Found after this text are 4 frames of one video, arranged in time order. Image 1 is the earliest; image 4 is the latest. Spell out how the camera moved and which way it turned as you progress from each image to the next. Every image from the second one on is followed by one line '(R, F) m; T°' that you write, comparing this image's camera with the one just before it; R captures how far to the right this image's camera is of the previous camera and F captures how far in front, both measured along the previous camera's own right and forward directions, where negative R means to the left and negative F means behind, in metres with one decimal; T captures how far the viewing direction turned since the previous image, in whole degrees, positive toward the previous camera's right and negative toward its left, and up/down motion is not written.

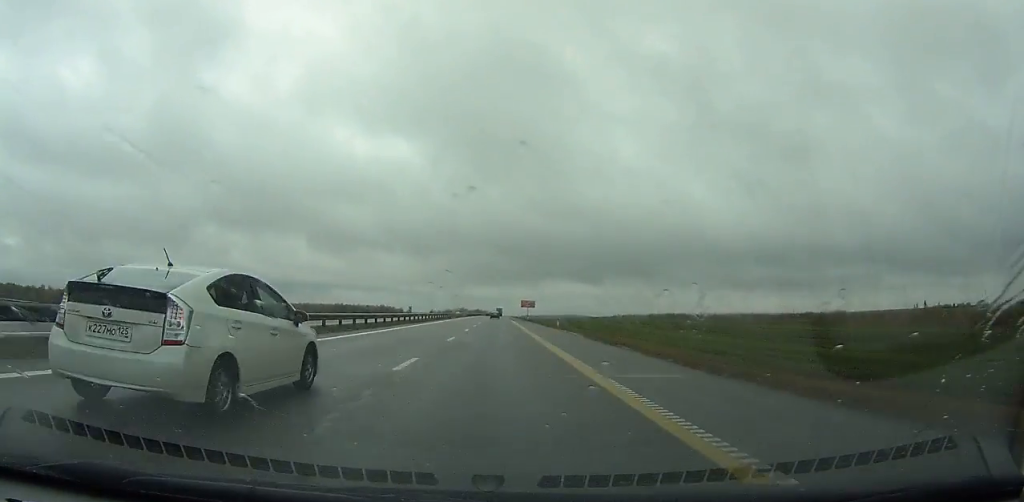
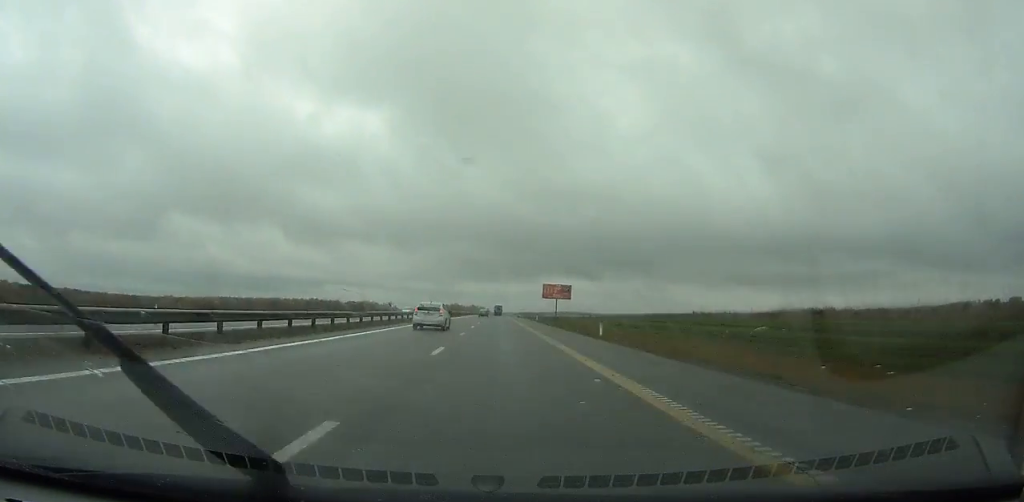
(+0.2, +126.4) m; 0°
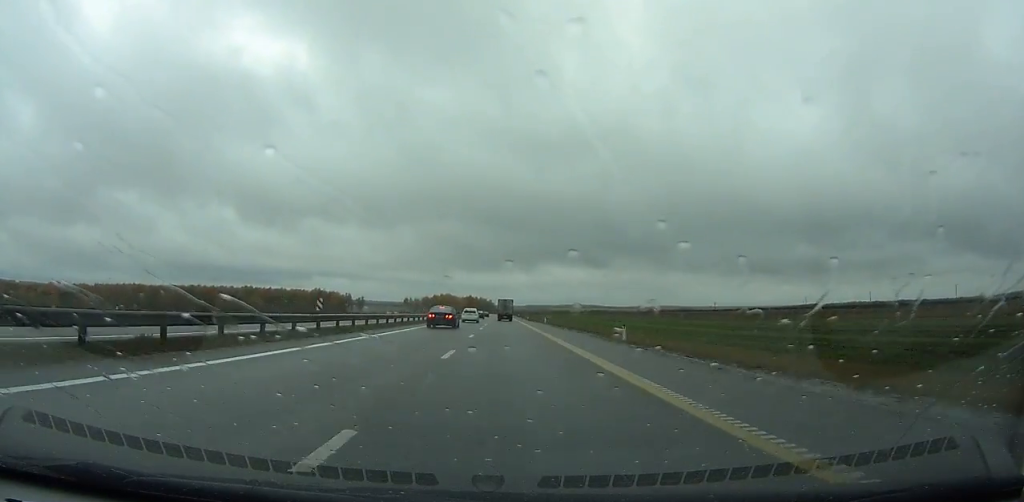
(-0.6, +253.0) m; -1°
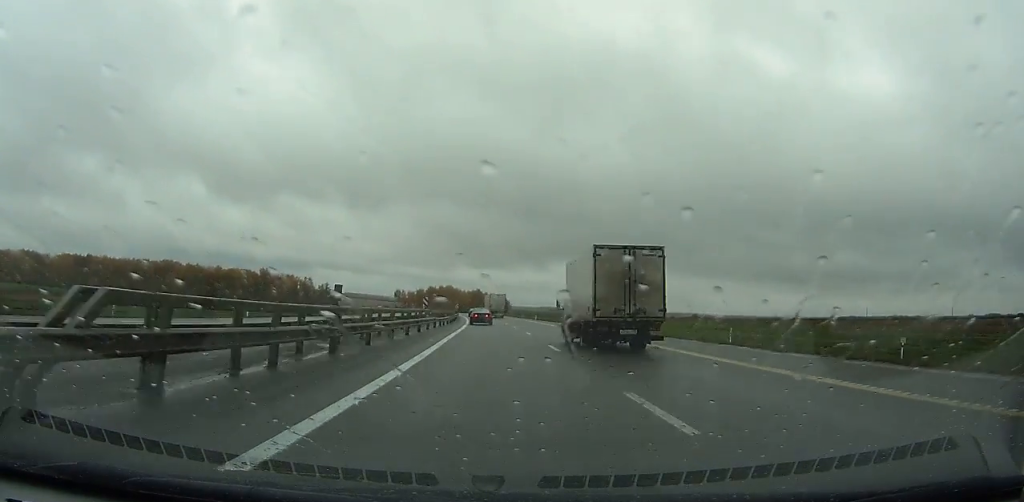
(-2.0, +188.7) m; -2°
